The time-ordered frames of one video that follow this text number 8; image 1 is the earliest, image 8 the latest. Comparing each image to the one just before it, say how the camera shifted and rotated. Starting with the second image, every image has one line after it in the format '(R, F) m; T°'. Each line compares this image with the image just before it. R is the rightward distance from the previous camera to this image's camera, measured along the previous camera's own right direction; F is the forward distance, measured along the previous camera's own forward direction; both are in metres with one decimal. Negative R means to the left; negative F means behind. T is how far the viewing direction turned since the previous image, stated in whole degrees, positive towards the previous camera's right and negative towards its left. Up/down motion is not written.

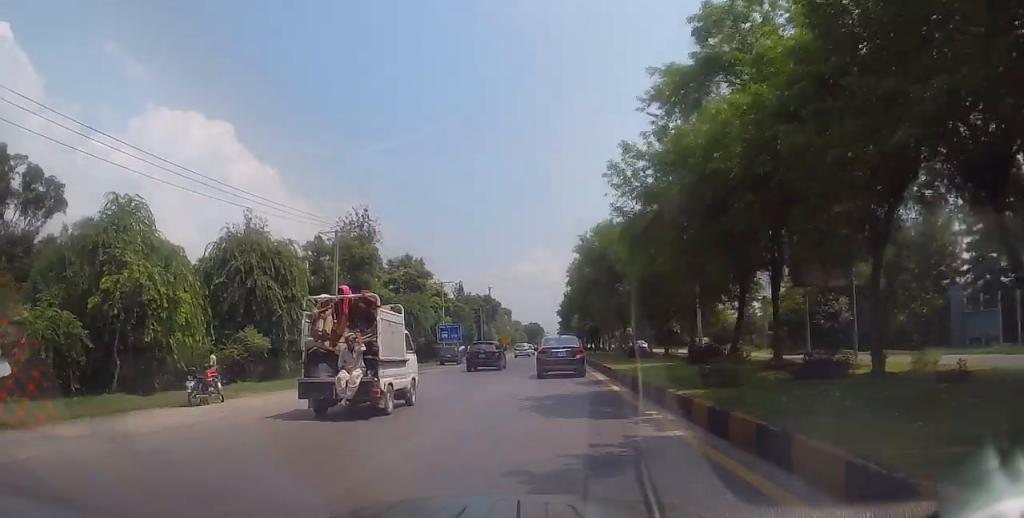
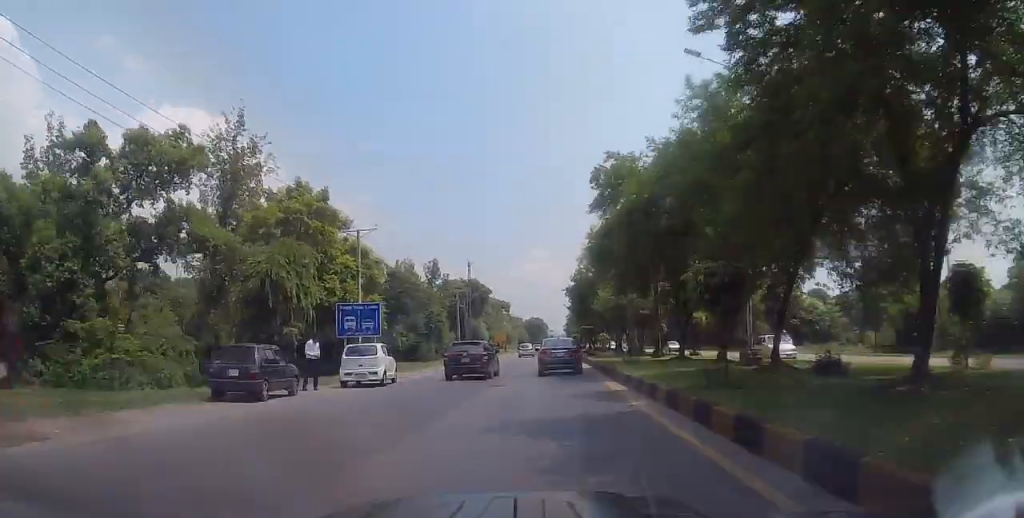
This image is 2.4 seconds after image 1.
(-0.2, +32.8) m; -2°
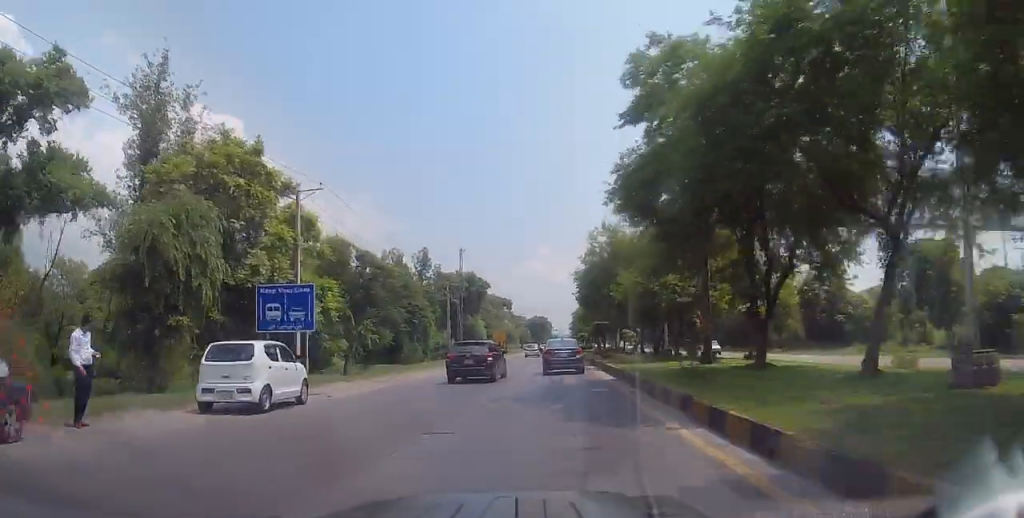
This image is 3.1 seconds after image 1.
(0.0, +10.4) m; 0°
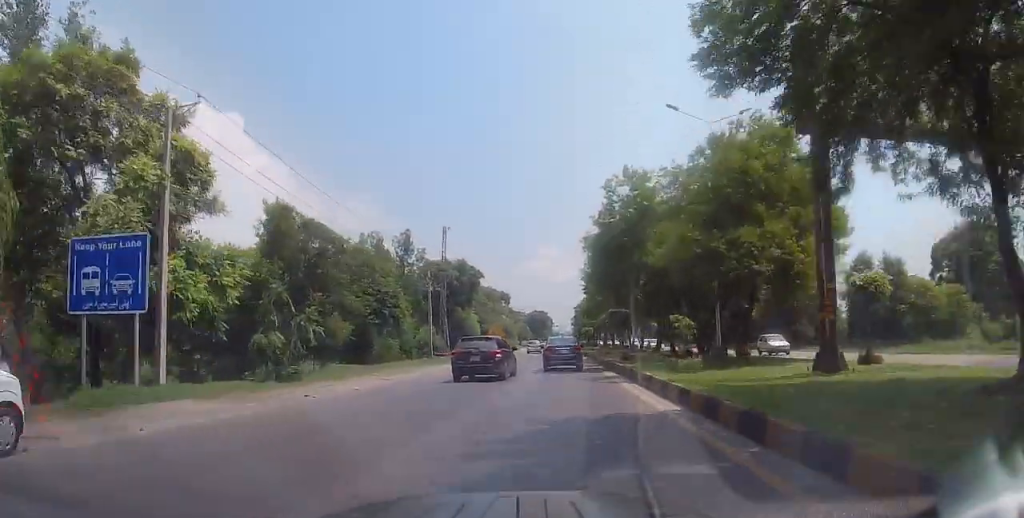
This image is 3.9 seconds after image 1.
(+0.1, +11.1) m; +1°
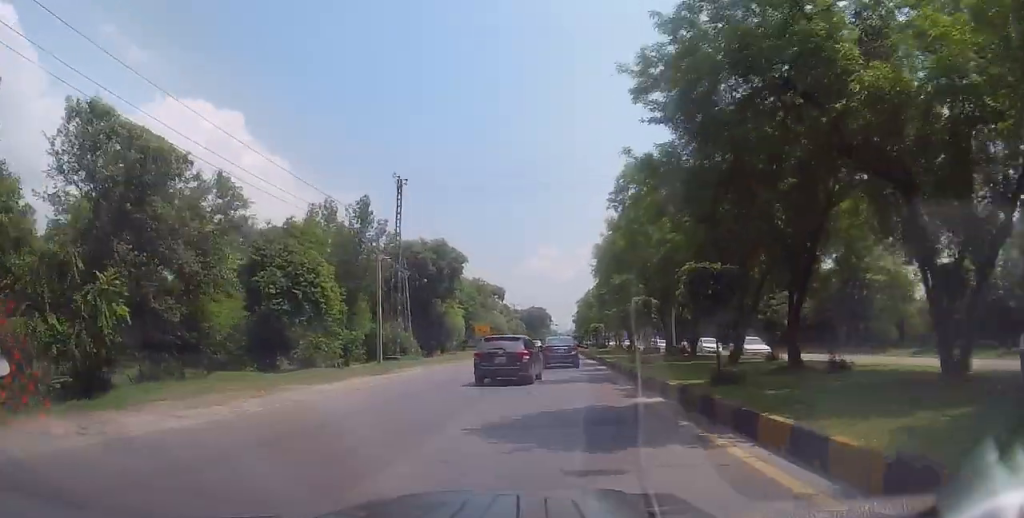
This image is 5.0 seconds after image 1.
(-0.2, +17.2) m; -1°
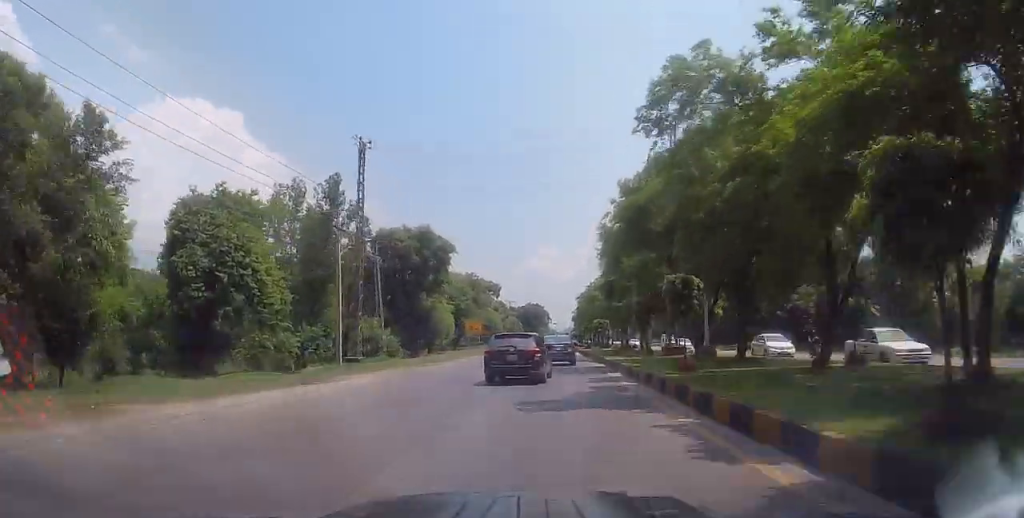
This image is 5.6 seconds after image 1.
(-0.4, +7.9) m; 0°
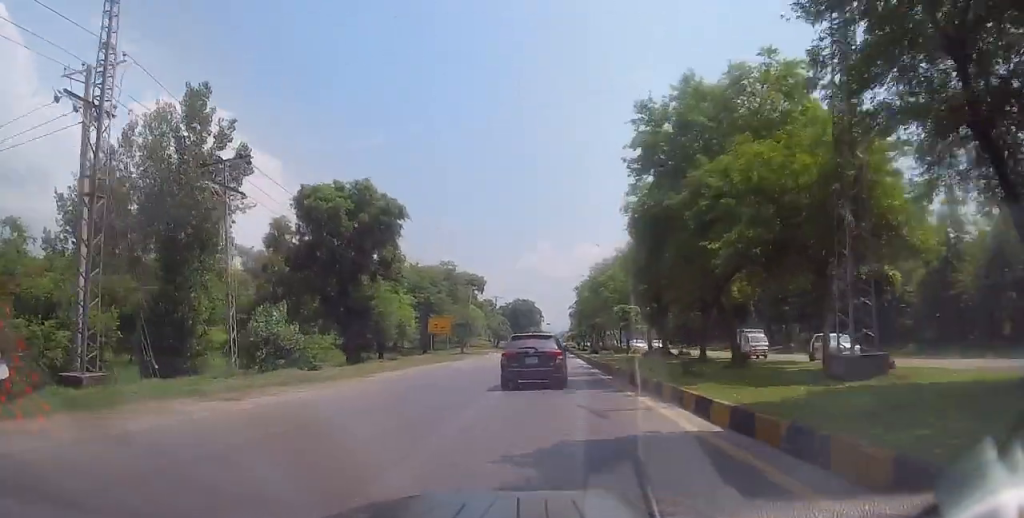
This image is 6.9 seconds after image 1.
(+0.9, +20.1) m; +3°
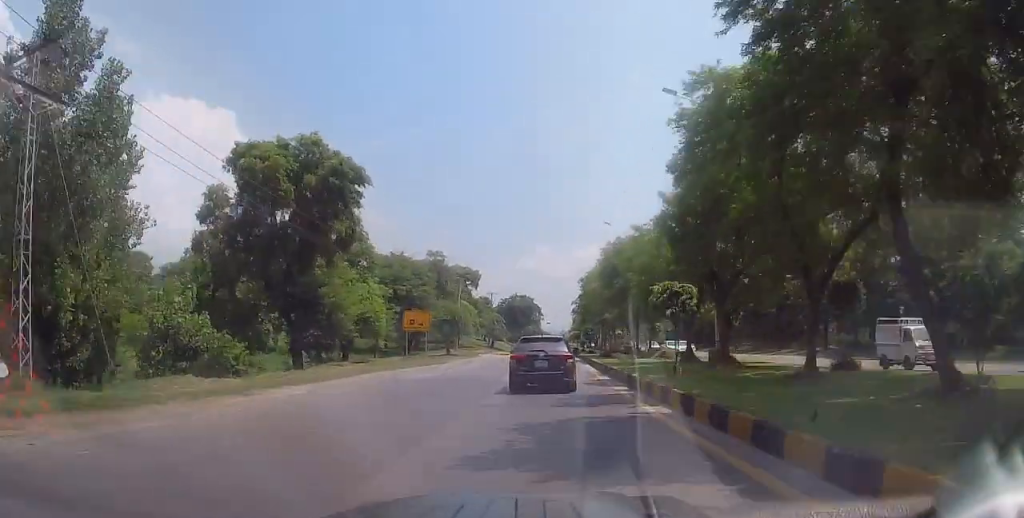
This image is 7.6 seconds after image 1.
(0.0, +10.7) m; 0°
